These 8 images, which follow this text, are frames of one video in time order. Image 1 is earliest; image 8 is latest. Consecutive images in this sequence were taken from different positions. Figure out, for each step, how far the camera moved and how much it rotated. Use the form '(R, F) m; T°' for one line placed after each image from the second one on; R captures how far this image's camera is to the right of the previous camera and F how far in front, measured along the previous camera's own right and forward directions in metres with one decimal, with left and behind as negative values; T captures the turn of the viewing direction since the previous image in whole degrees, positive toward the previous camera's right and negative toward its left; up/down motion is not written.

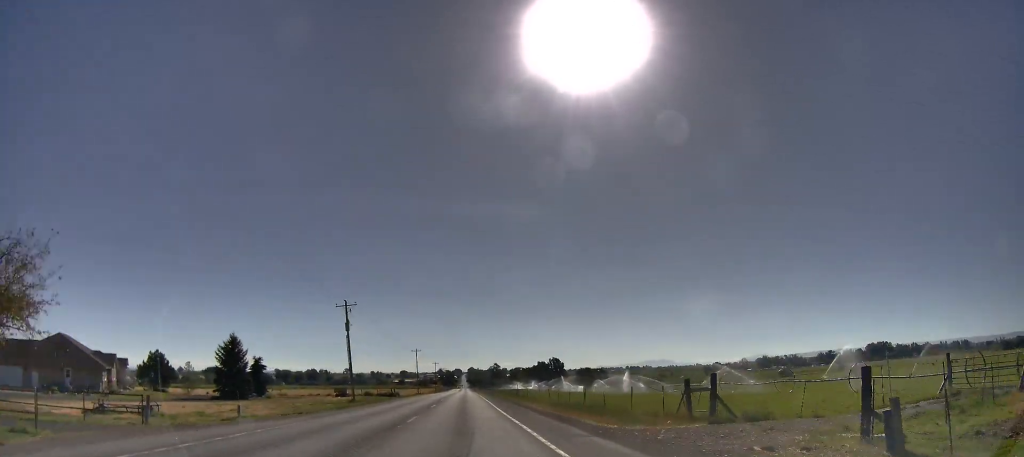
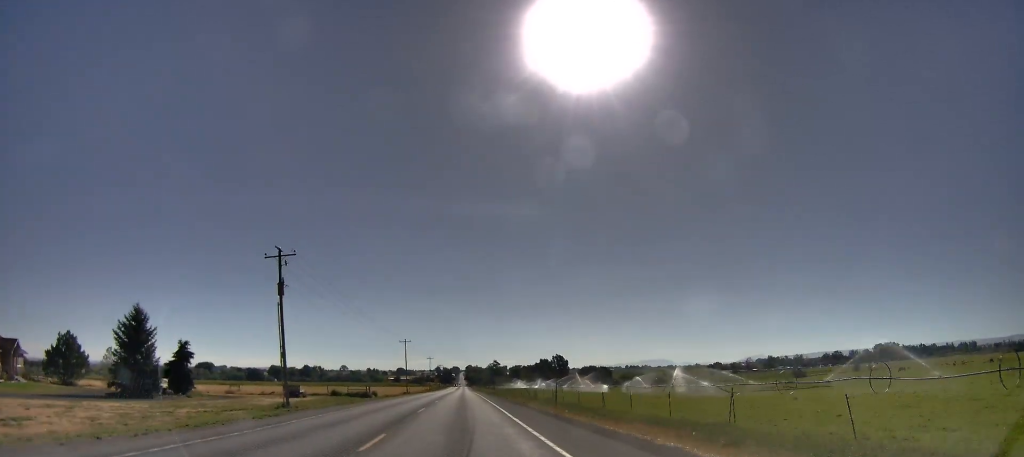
(+0.3, +24.7) m; -1°
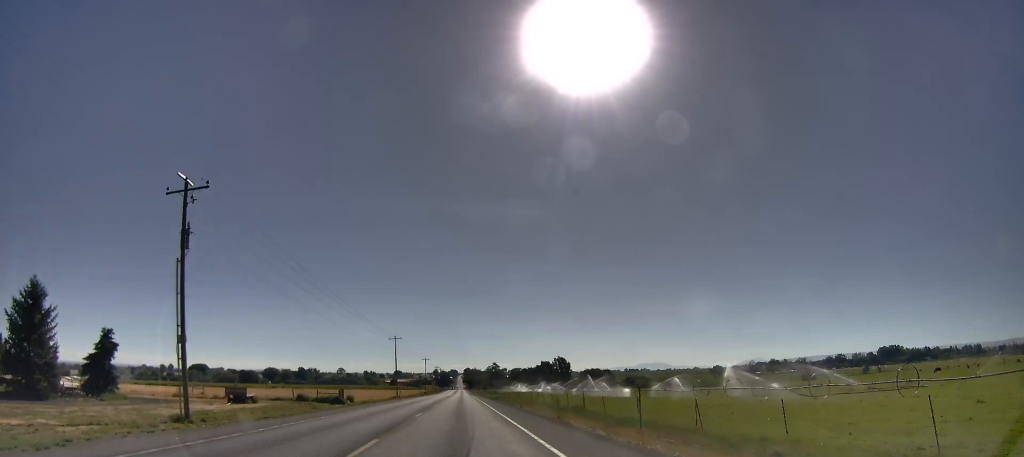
(-0.2, +15.7) m; -1°
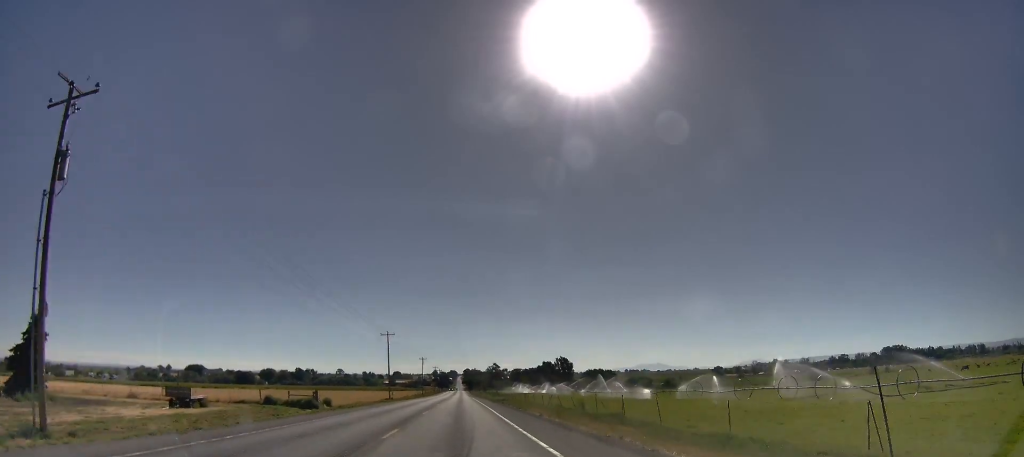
(-0.3, +10.5) m; 0°
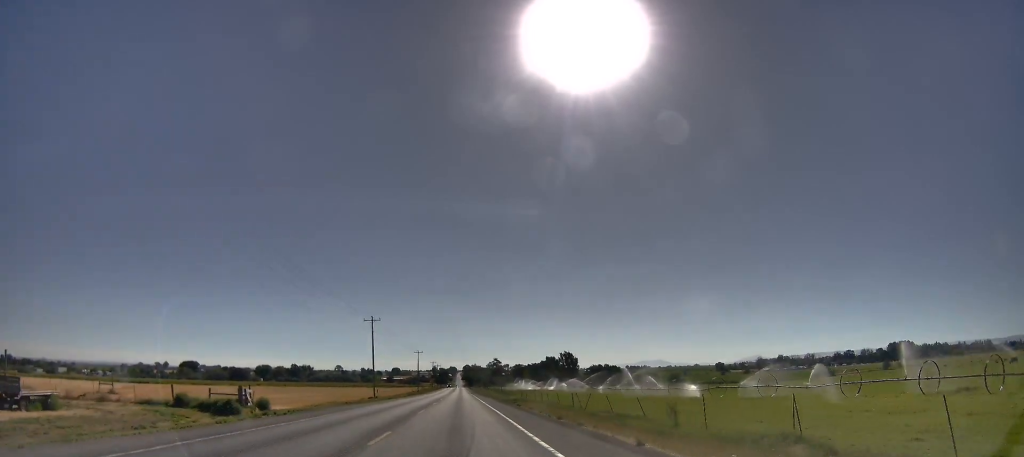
(+0.1, +17.3) m; +1°
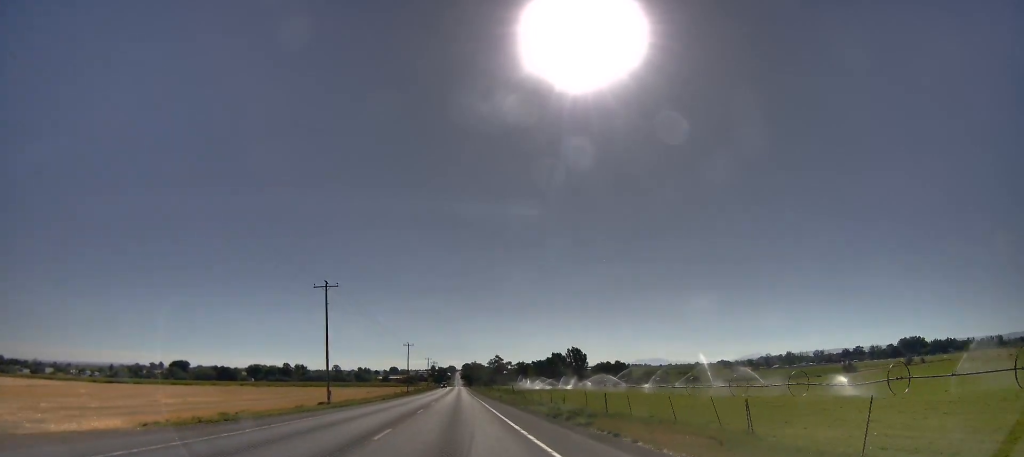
(+0.4, +28.6) m; +1°
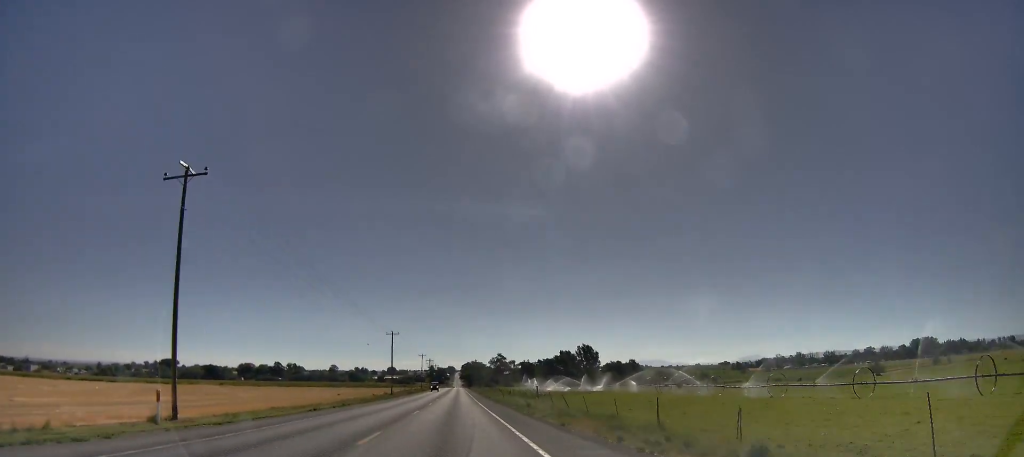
(+0.1, +30.8) m; +1°
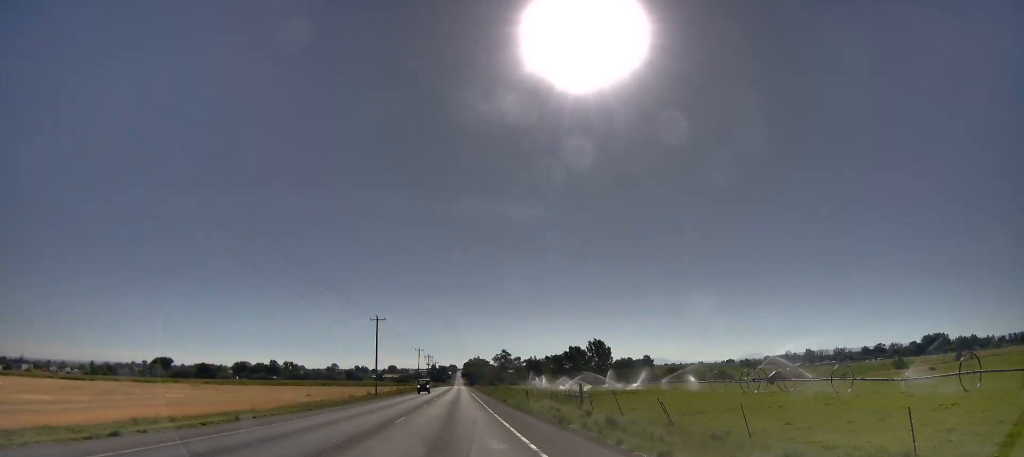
(+0.4, +21.9) m; -1°
